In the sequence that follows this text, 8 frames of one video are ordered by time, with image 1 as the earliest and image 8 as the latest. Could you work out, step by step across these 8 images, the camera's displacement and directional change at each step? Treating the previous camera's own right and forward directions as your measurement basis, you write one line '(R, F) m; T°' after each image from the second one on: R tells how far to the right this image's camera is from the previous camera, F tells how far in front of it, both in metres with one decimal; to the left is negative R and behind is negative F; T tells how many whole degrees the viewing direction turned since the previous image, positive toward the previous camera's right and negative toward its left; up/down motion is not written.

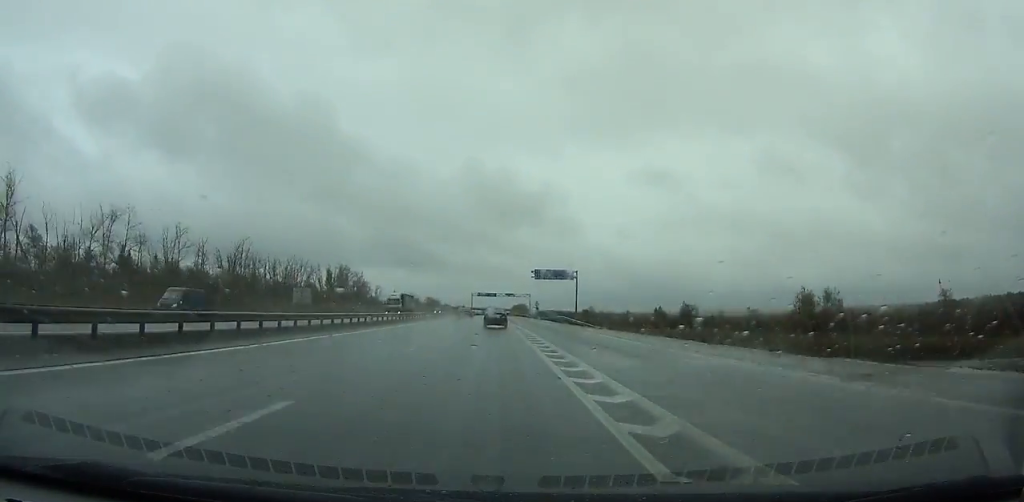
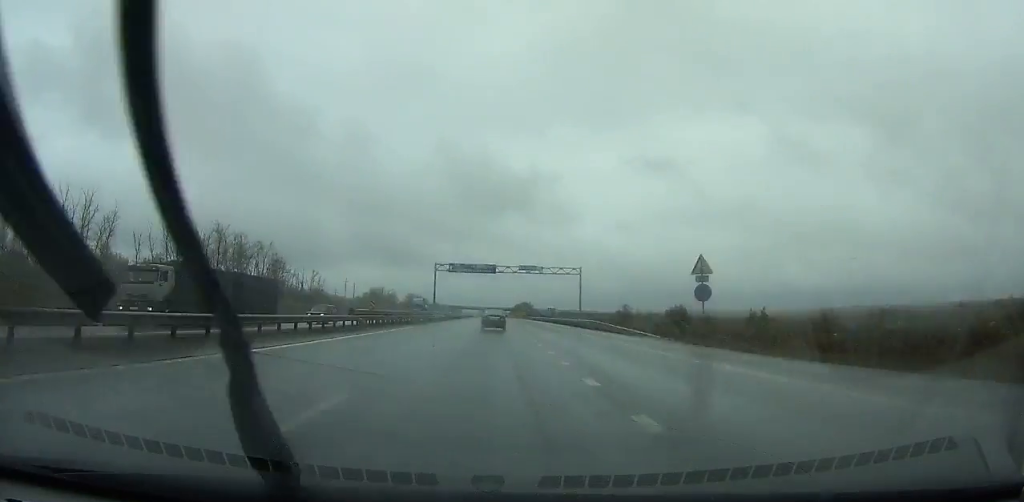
(-0.4, +122.1) m; 0°
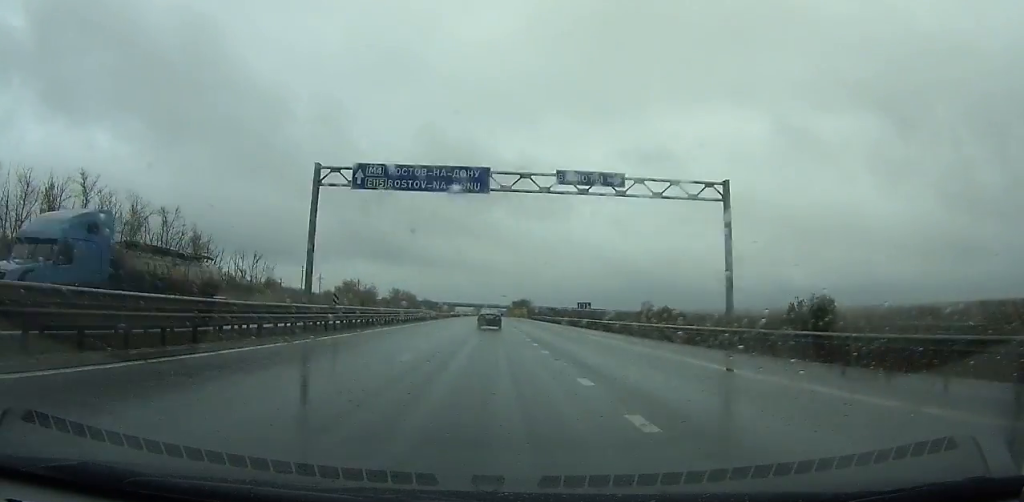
(0.0, +53.1) m; 0°
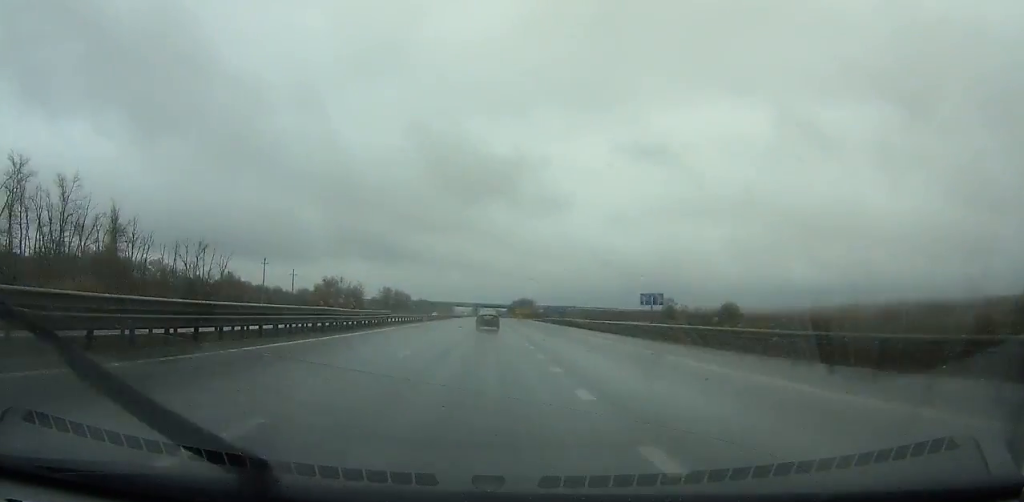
(+0.1, +33.2) m; 0°
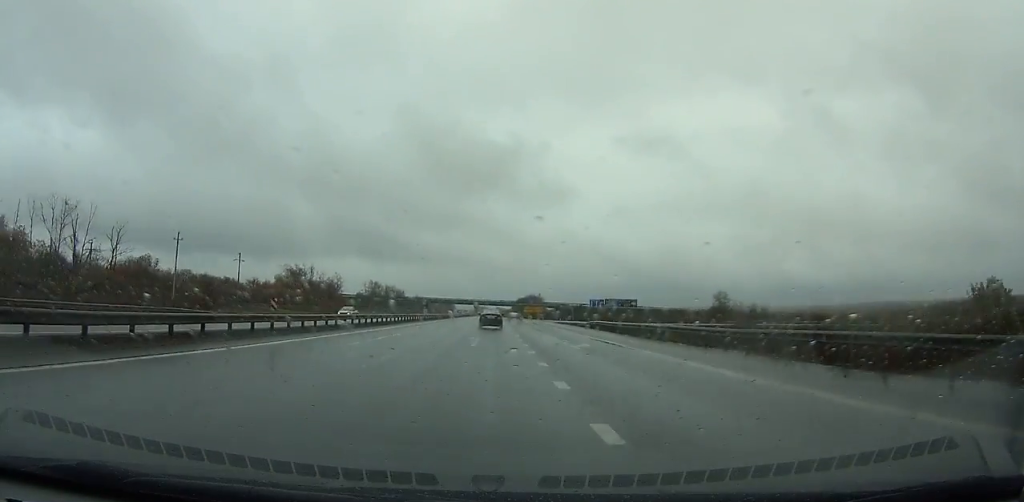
(+0.1, +51.2) m; 0°
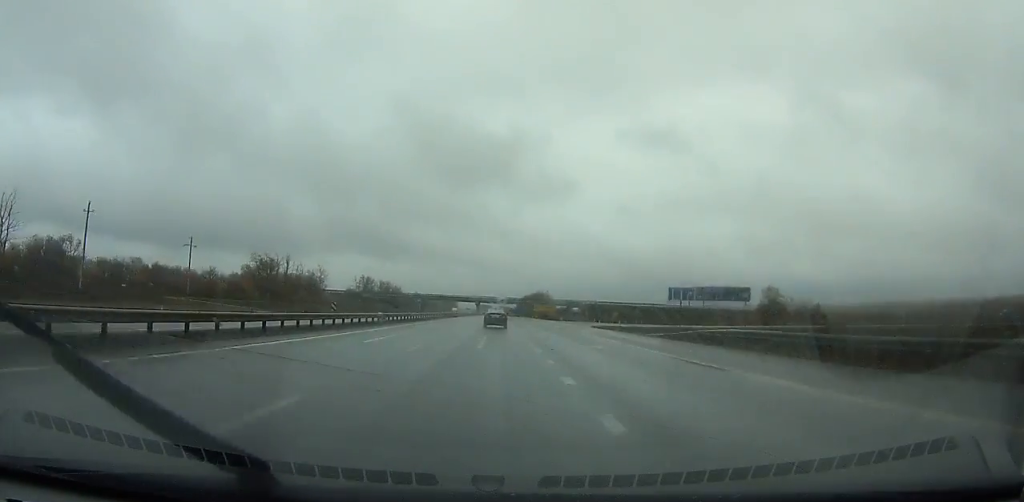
(-0.2, +31.4) m; 0°
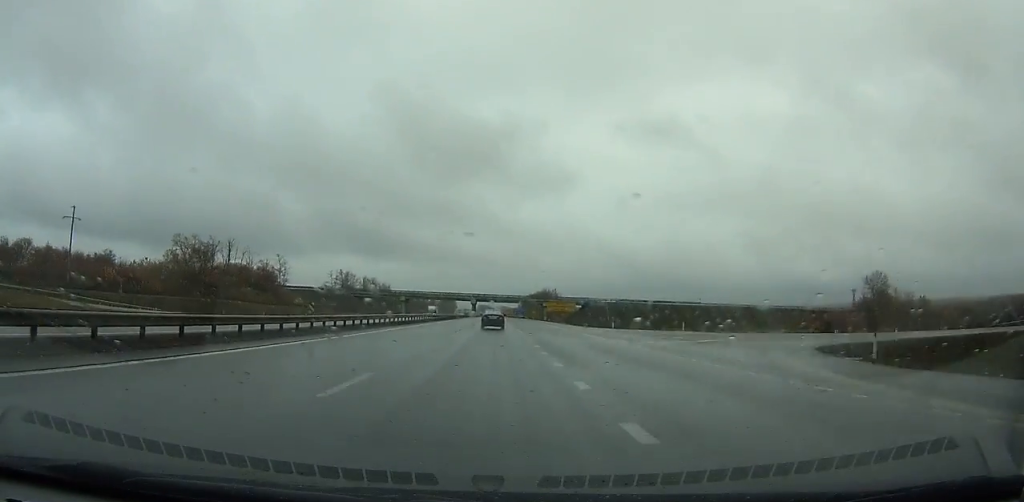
(-0.1, +44.5) m; 0°
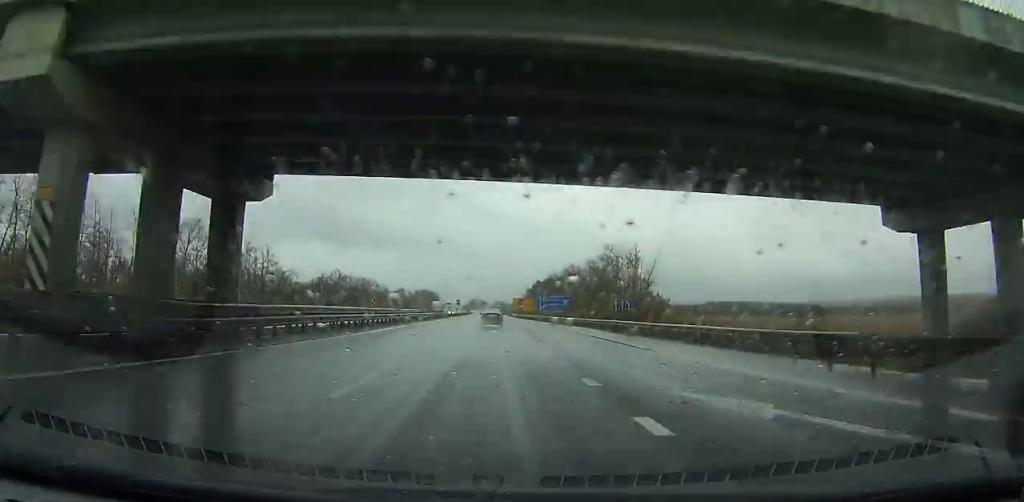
(+0.6, +190.3) m; 0°
